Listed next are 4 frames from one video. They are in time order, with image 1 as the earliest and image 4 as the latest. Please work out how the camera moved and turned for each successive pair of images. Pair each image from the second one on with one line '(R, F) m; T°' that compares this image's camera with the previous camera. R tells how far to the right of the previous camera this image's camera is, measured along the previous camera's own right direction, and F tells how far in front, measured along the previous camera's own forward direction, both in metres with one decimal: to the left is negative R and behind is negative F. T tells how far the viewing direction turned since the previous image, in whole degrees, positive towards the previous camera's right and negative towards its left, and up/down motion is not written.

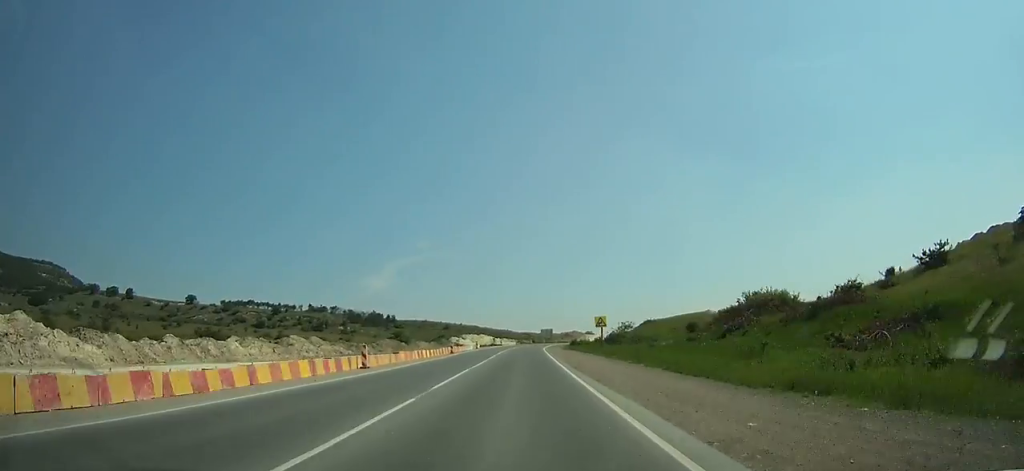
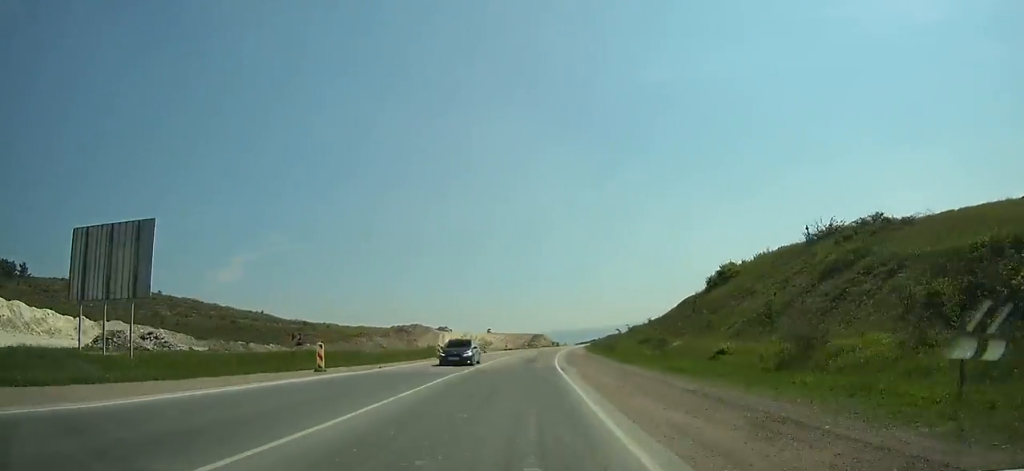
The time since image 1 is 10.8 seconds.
(+18.2, +198.5) m; +14°
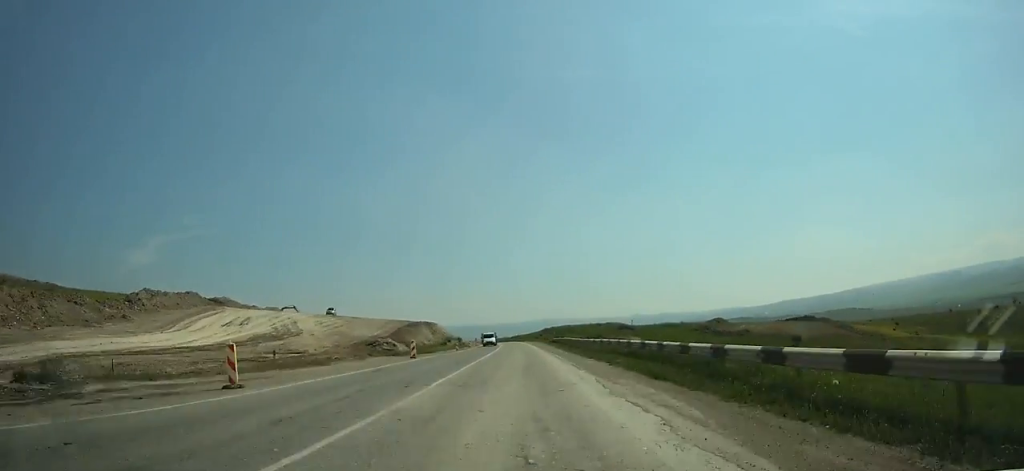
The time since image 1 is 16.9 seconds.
(+9.3, +109.6) m; +8°
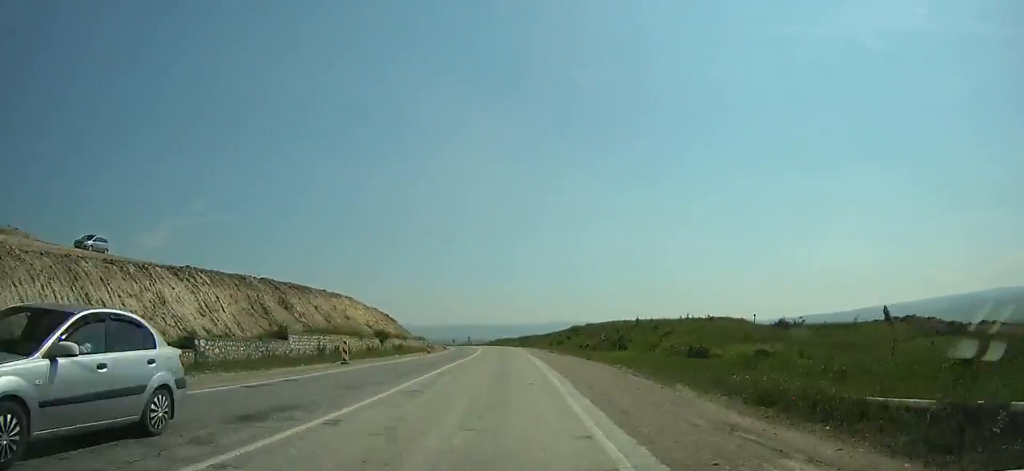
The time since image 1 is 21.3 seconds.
(+1.5, +77.0) m; +1°
